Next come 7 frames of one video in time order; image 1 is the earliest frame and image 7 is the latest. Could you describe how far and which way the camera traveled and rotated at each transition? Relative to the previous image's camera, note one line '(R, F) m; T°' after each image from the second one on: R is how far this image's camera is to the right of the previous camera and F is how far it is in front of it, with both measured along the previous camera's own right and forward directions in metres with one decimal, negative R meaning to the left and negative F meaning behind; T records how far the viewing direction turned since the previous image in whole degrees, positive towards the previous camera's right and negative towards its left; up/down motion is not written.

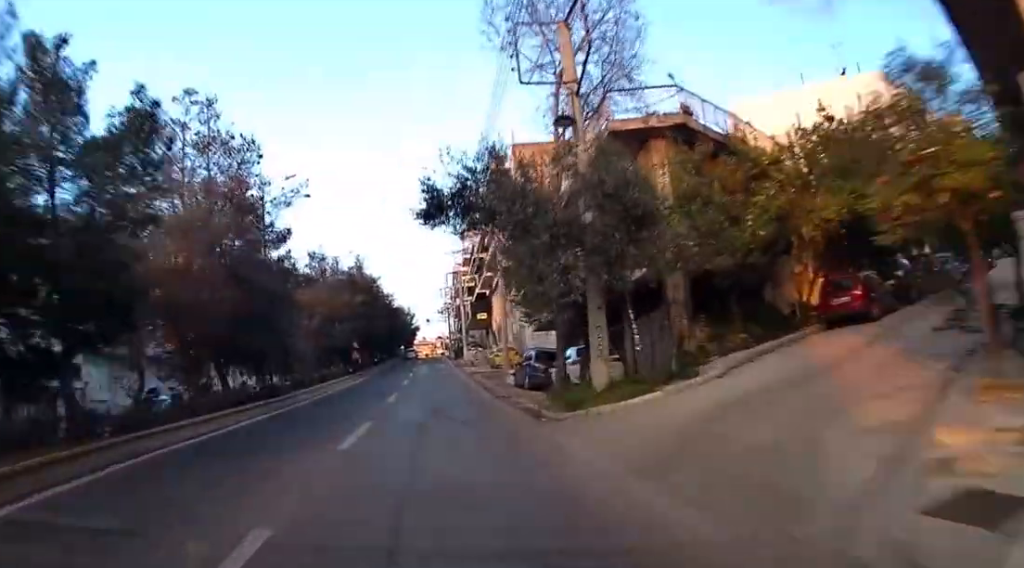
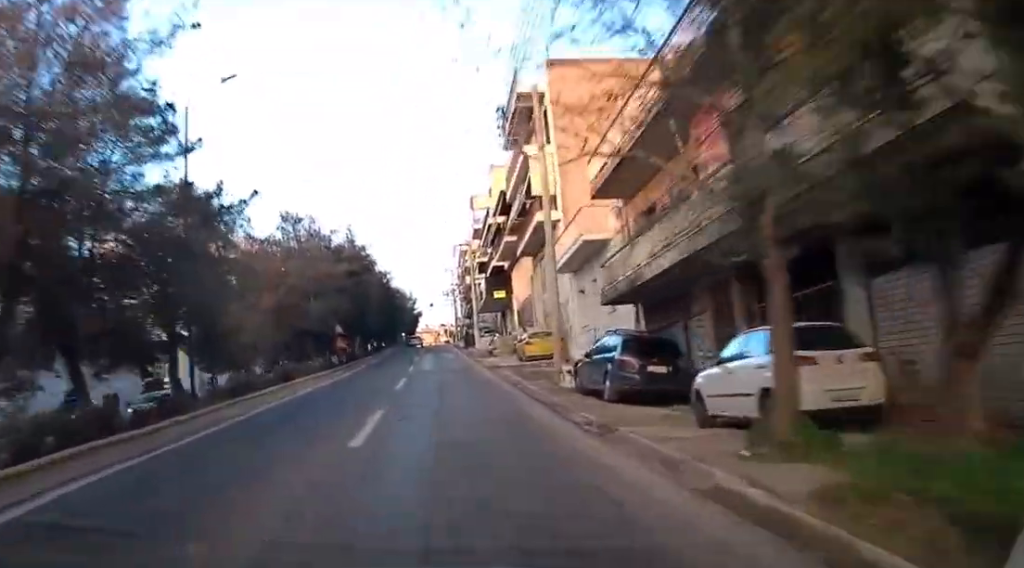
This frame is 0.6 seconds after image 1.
(-0.3, +12.9) m; -1°
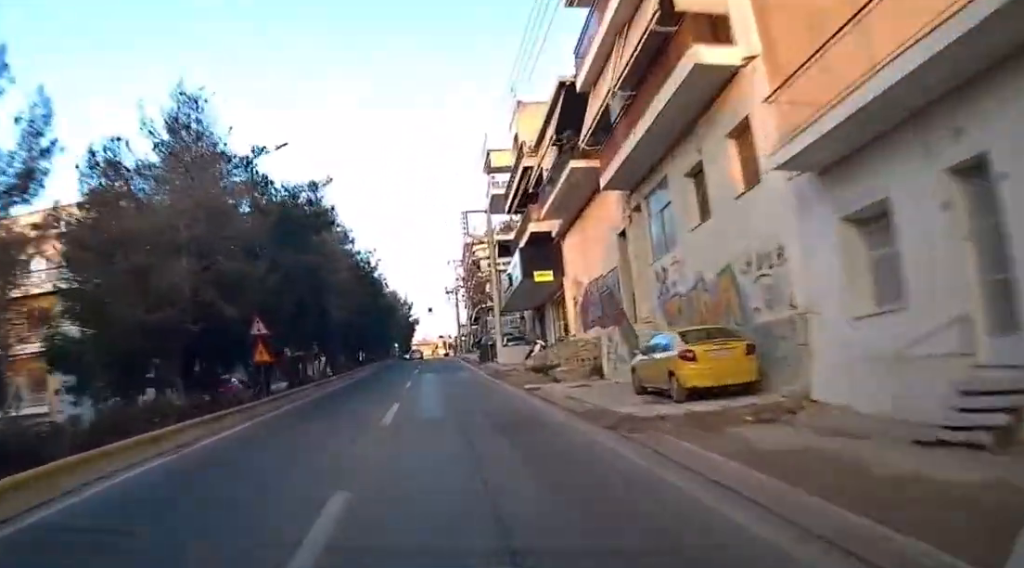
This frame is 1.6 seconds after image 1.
(-0.1, +20.5) m; -1°
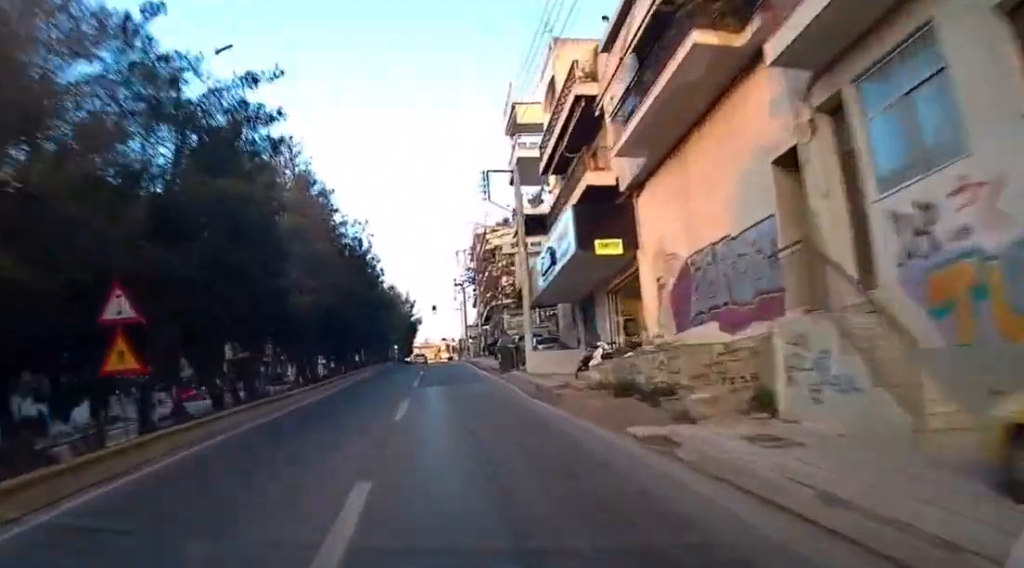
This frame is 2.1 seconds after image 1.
(0.0, +11.0) m; 0°
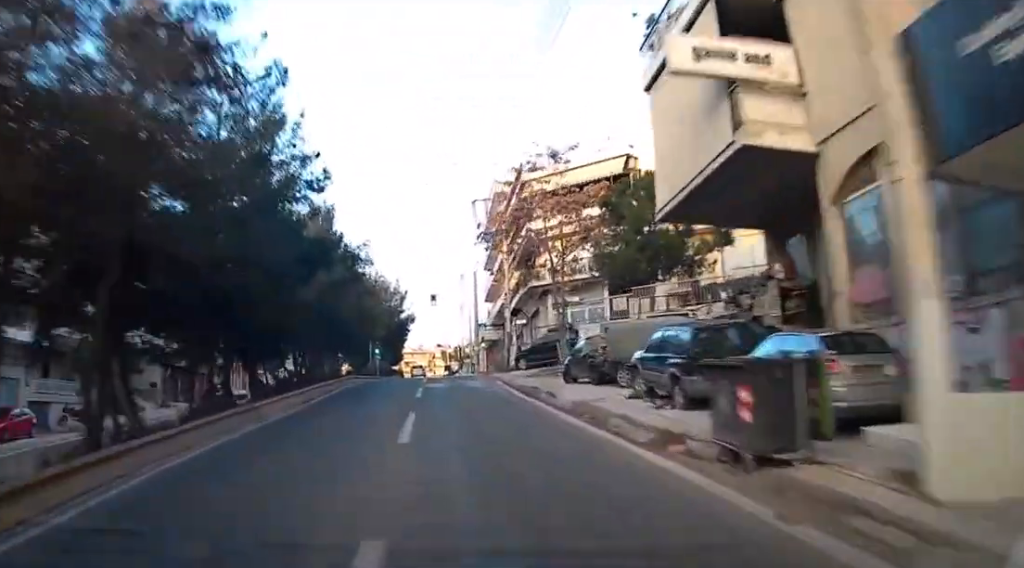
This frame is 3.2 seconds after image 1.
(+0.2, +26.2) m; +2°
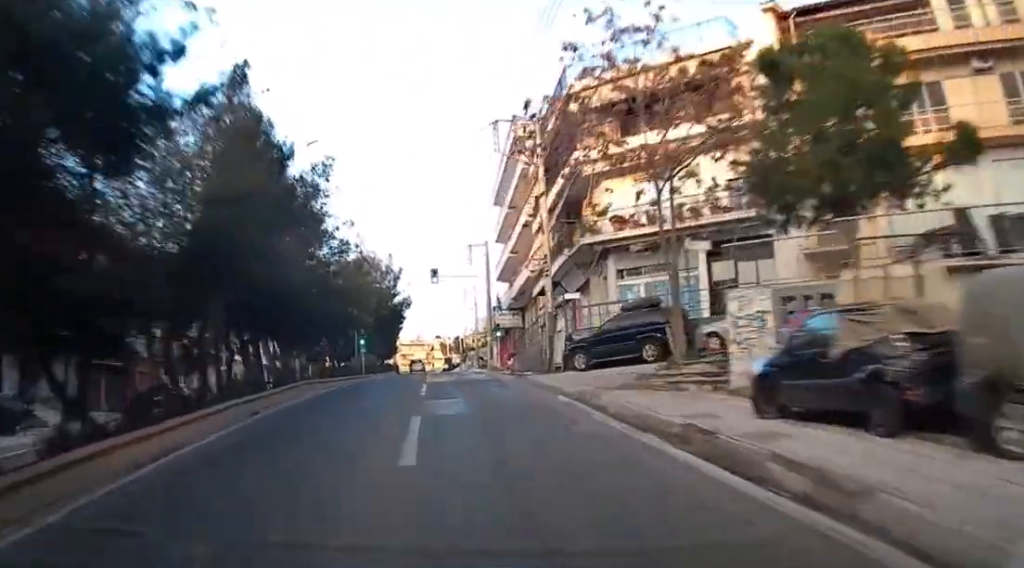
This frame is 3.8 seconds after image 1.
(+0.5, +14.5) m; 0°
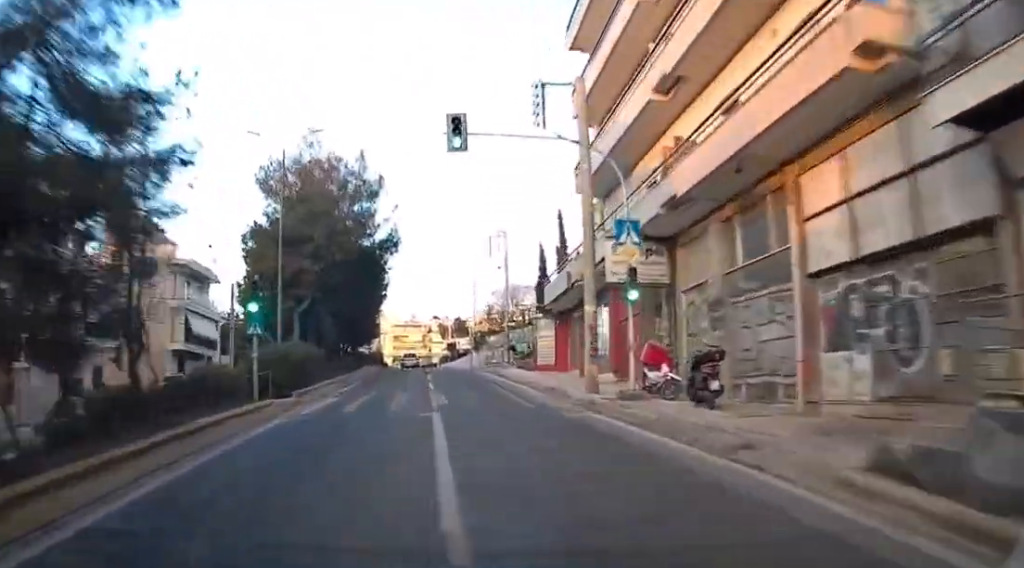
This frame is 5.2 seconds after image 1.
(-0.7, +34.0) m; -1°
